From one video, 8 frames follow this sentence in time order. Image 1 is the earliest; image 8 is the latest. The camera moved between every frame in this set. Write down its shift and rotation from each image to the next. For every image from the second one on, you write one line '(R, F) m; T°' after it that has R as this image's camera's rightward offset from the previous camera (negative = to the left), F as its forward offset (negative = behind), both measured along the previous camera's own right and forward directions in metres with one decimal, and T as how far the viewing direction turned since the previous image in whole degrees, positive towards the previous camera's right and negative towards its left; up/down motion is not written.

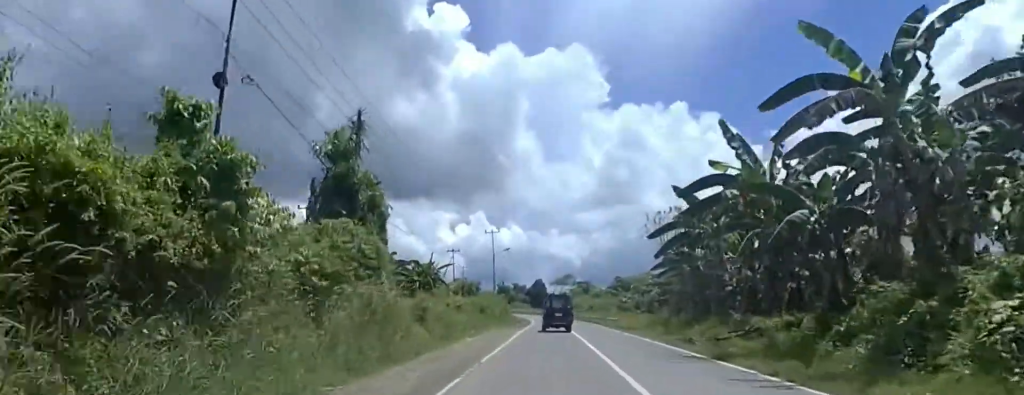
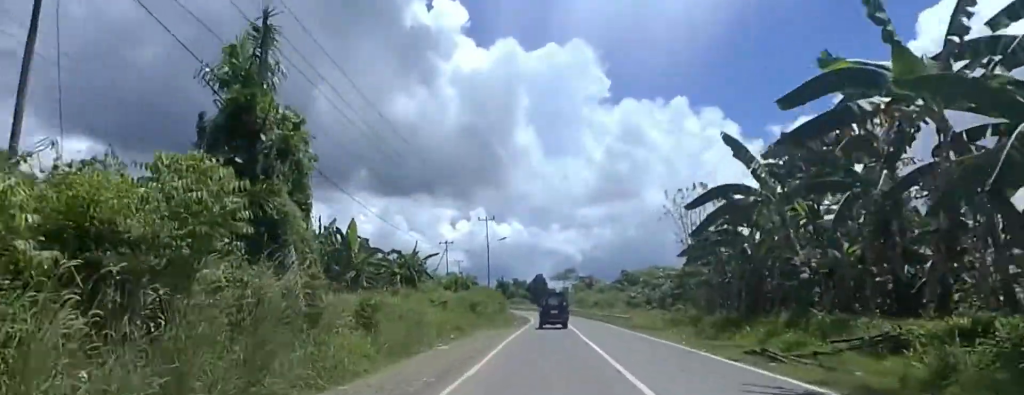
(-0.3, +7.1) m; -1°
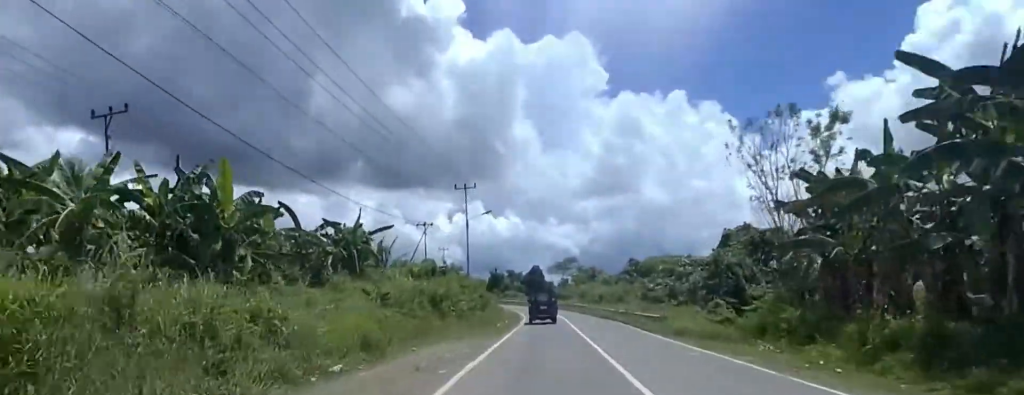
(+0.4, +14.7) m; +3°
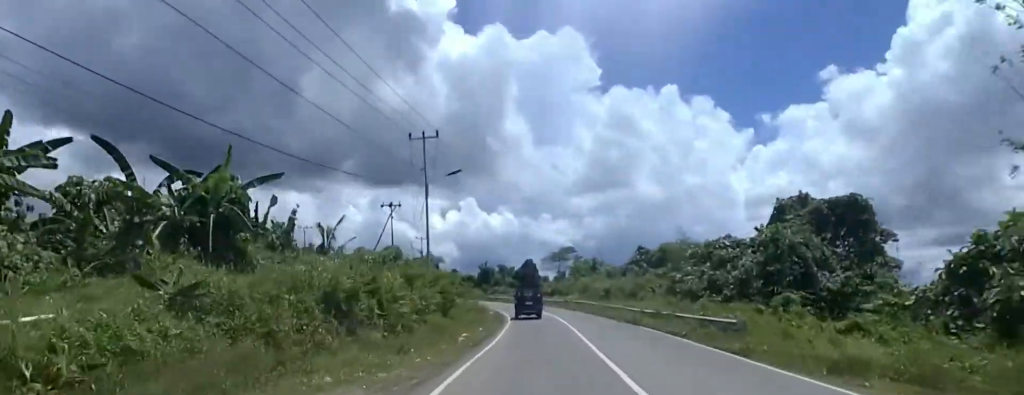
(+0.1, +14.4) m; -3°
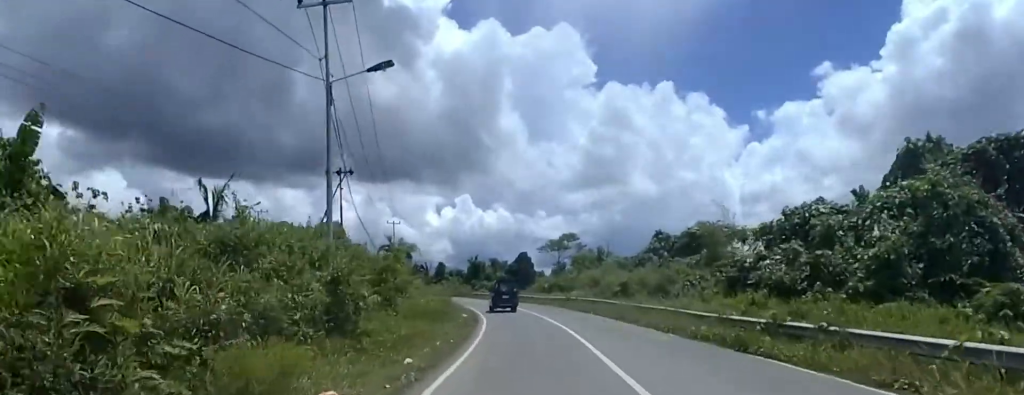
(-0.5, +15.3) m; 0°
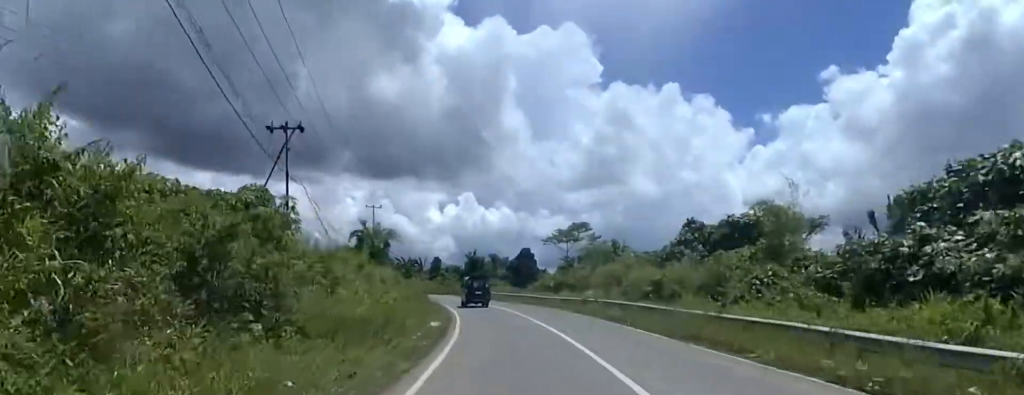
(+0.5, +11.6) m; -2°
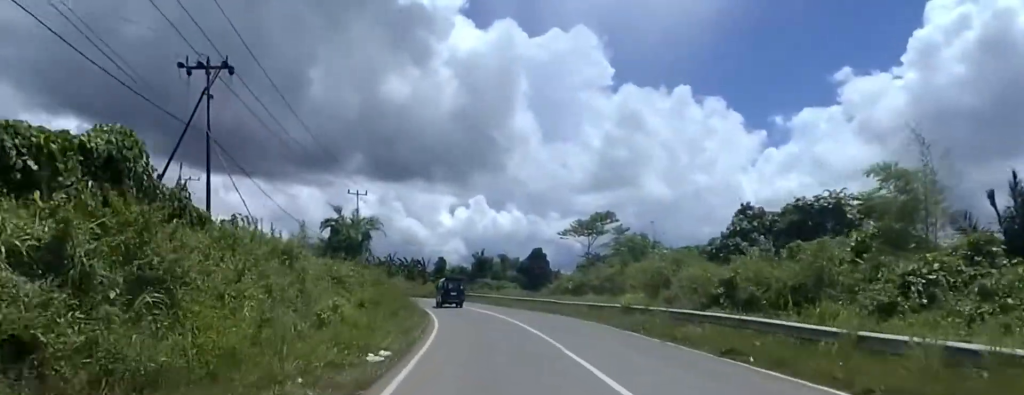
(-0.8, +10.4) m; -5°
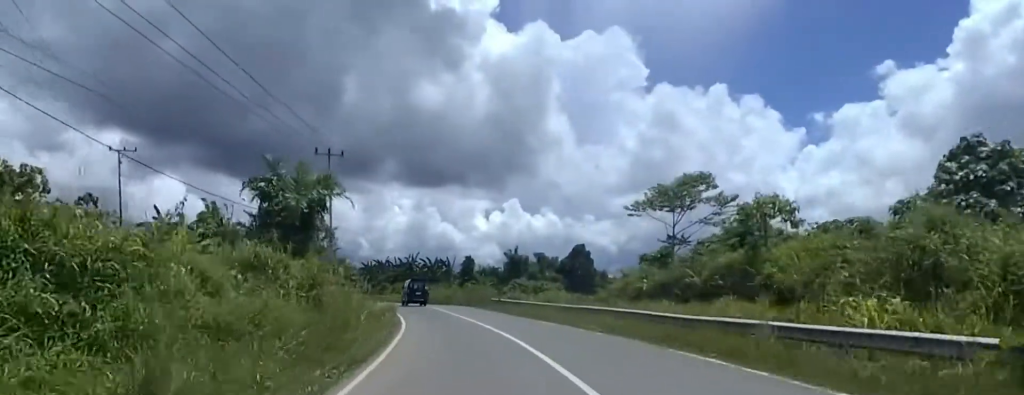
(+0.1, +16.6) m; -2°
